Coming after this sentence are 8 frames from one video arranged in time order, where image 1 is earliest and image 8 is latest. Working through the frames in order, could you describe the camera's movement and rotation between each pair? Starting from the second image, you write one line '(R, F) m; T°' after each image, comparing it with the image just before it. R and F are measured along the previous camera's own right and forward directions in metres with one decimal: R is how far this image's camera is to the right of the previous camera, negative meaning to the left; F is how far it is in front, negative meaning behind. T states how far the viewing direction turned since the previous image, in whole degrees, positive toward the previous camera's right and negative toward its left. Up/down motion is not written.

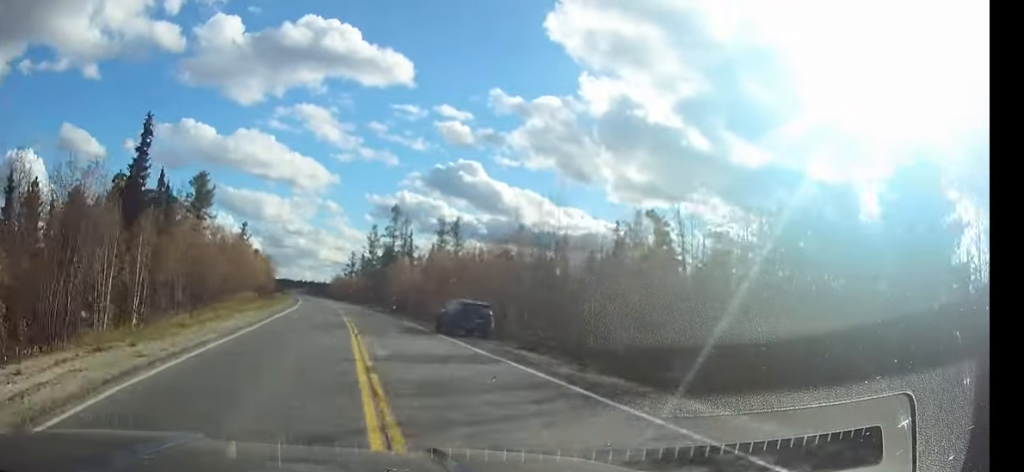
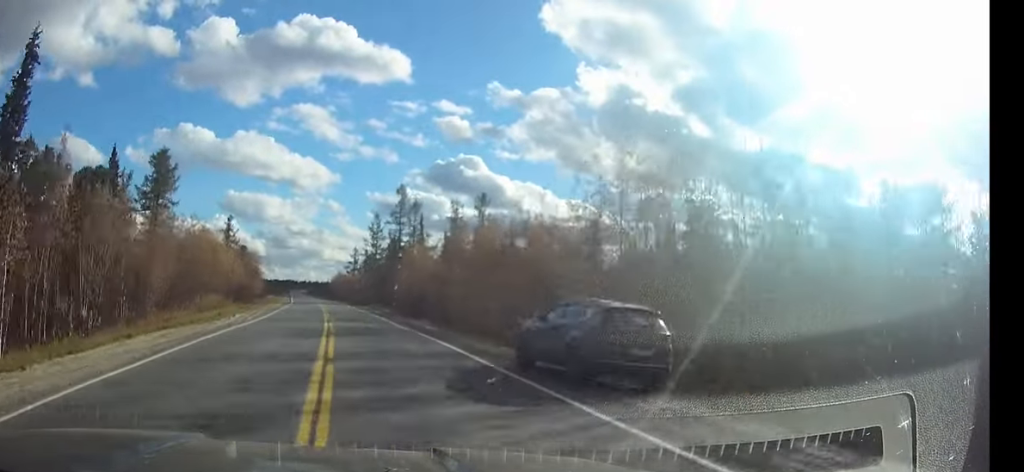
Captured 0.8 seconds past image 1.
(0.0, +16.2) m; -1°
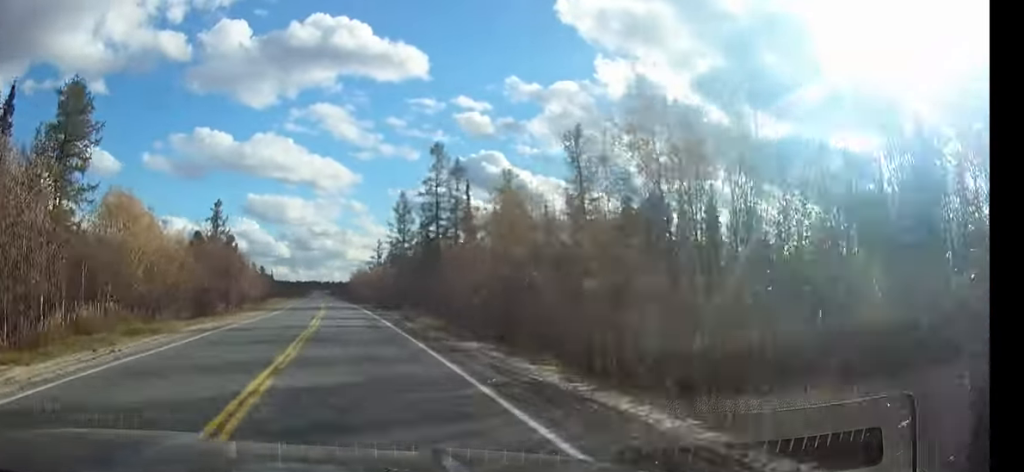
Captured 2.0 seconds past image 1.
(-0.4, +26.1) m; -2°
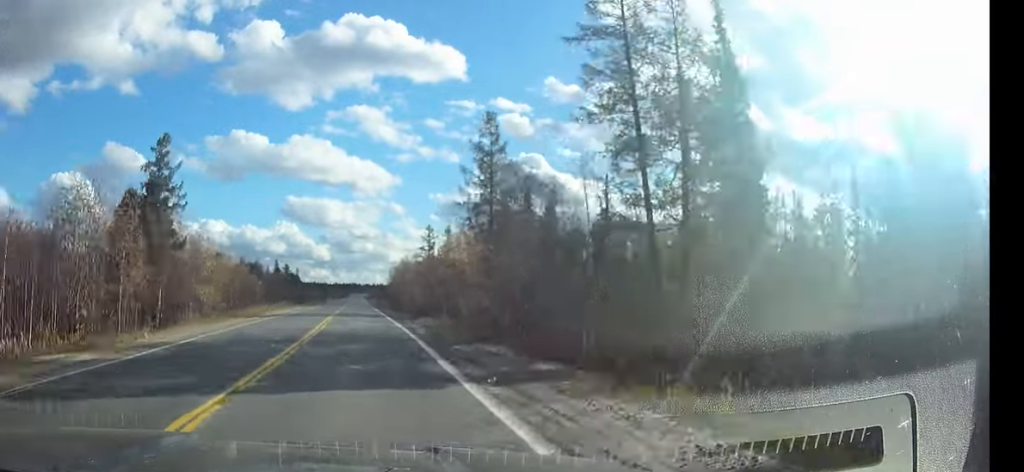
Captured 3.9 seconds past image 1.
(-1.0, +43.3) m; -3°
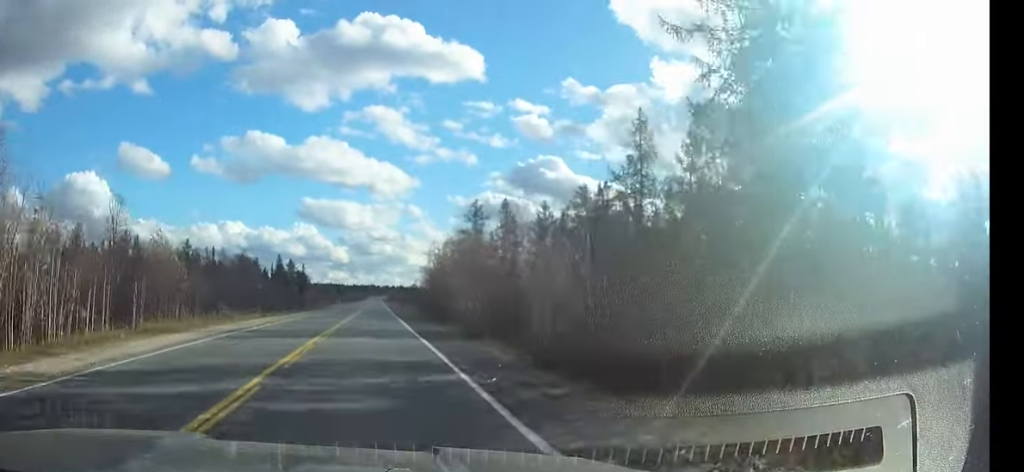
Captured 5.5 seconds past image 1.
(-0.7, +37.4) m; -1°
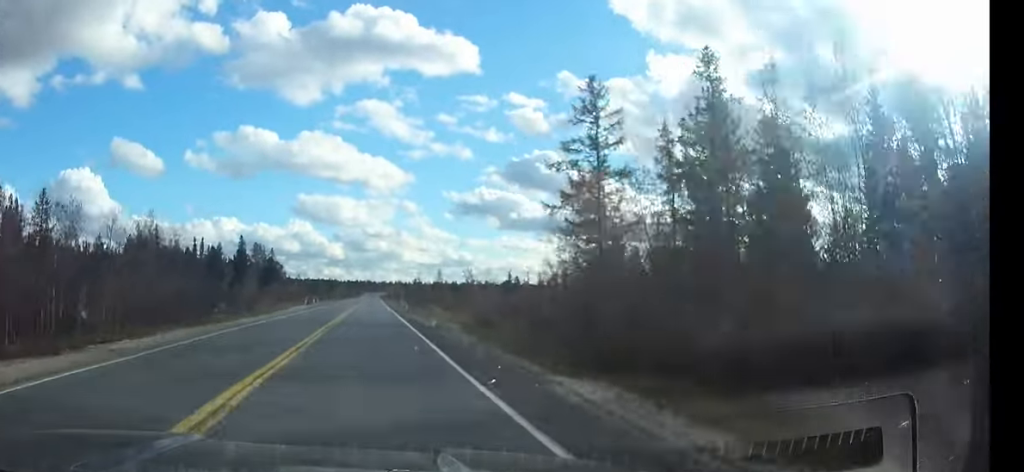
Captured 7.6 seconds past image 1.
(-0.1, +55.1) m; 0°
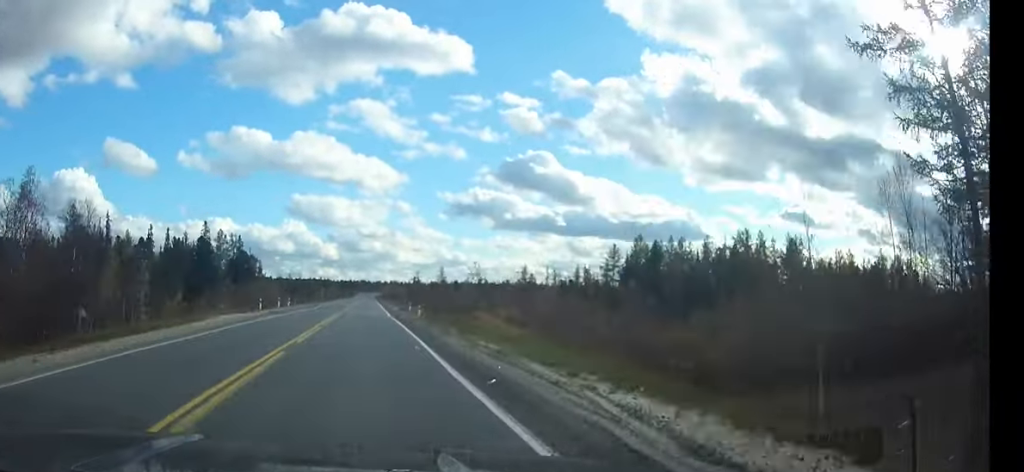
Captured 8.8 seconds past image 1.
(+0.1, +29.7) m; 0°
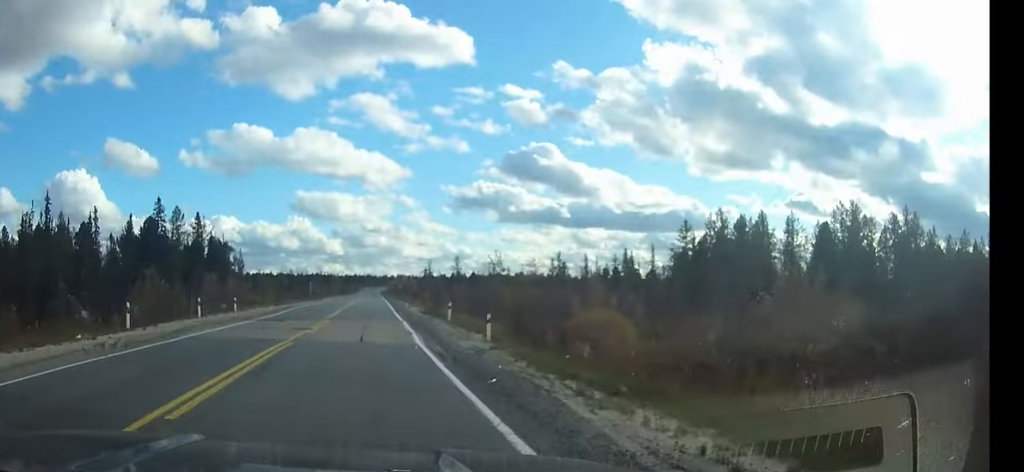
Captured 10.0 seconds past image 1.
(0.0, +28.9) m; 0°
